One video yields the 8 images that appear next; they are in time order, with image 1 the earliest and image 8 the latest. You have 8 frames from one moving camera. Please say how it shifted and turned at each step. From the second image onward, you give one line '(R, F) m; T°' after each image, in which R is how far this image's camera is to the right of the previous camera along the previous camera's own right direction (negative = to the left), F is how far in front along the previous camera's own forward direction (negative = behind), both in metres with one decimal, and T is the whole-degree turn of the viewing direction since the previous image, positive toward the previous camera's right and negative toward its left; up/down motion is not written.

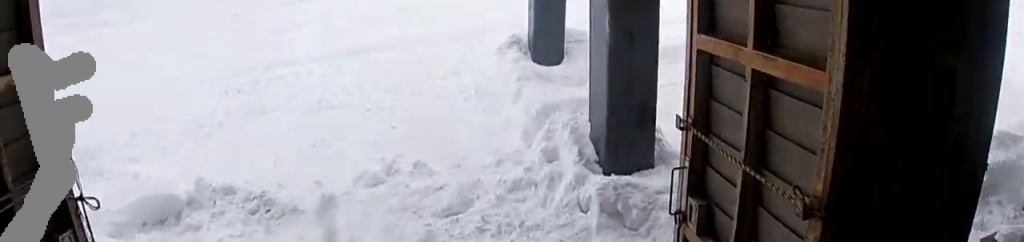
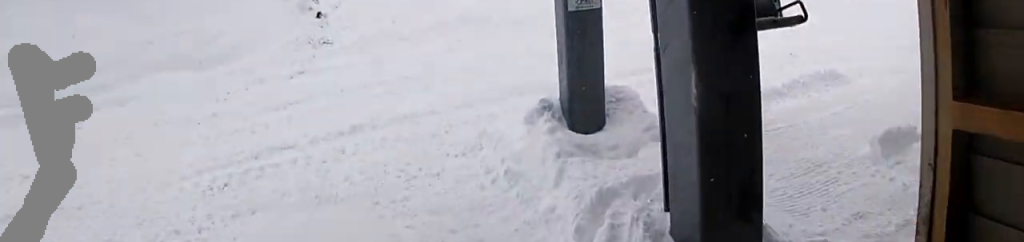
(0.0, +1.4) m; -2°
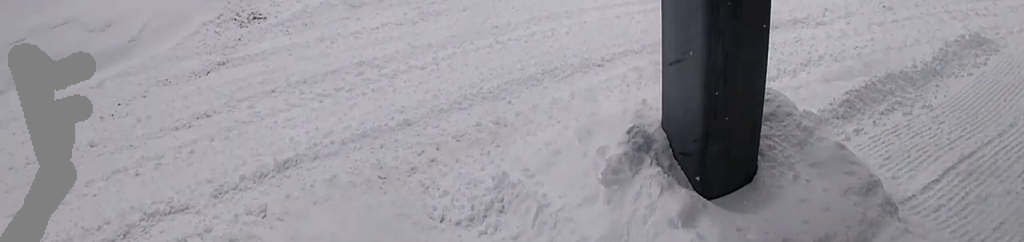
(-0.3, +4.1) m; -10°
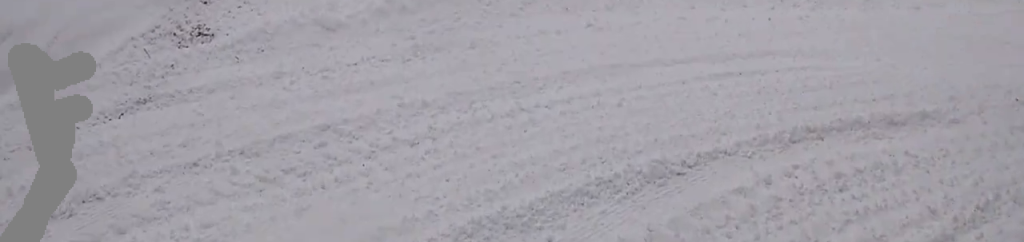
(-0.3, +3.3) m; -5°
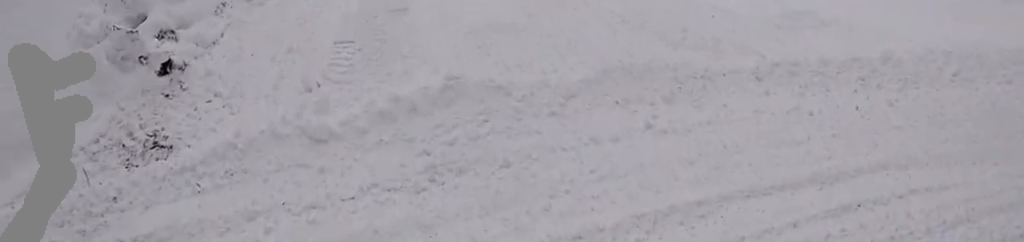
(0.0, +3.3) m; -2°
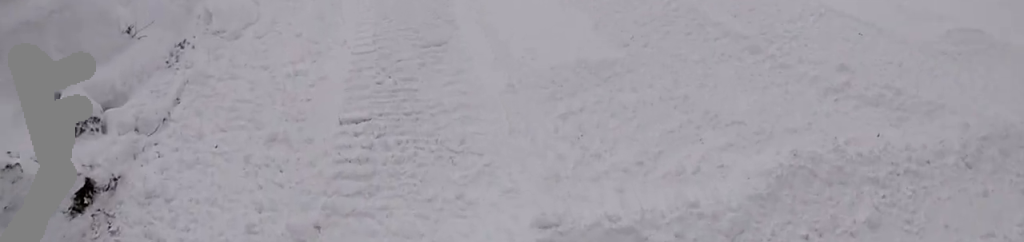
(-0.2, +5.7) m; -4°
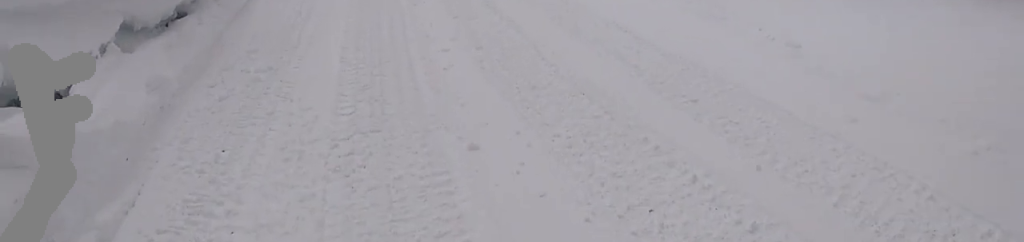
(-0.4, +6.8) m; -4°
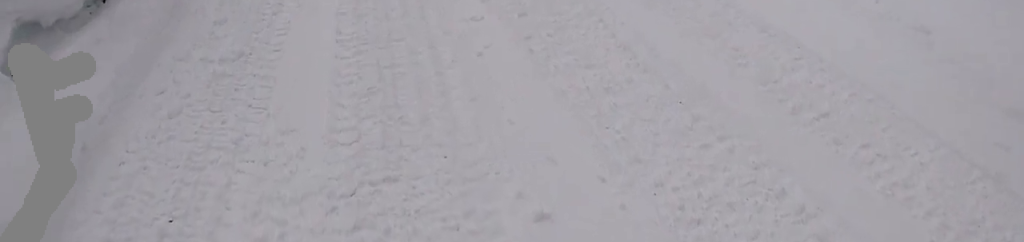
(+0.2, +4.2) m; 0°
